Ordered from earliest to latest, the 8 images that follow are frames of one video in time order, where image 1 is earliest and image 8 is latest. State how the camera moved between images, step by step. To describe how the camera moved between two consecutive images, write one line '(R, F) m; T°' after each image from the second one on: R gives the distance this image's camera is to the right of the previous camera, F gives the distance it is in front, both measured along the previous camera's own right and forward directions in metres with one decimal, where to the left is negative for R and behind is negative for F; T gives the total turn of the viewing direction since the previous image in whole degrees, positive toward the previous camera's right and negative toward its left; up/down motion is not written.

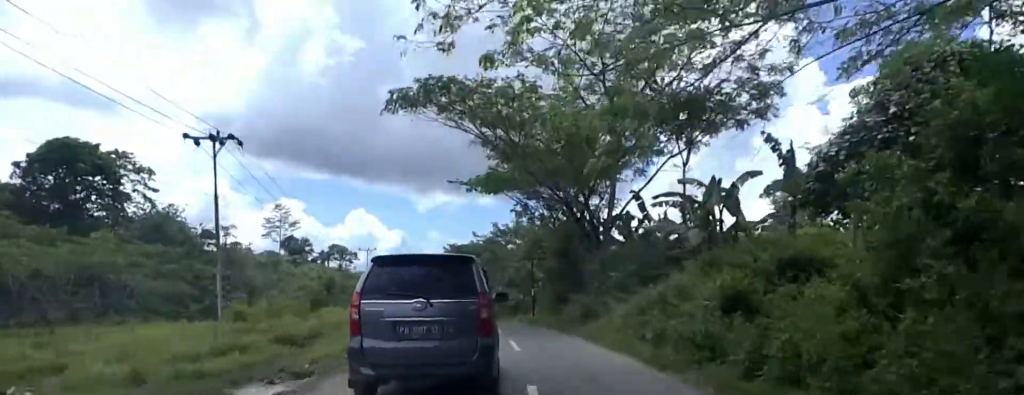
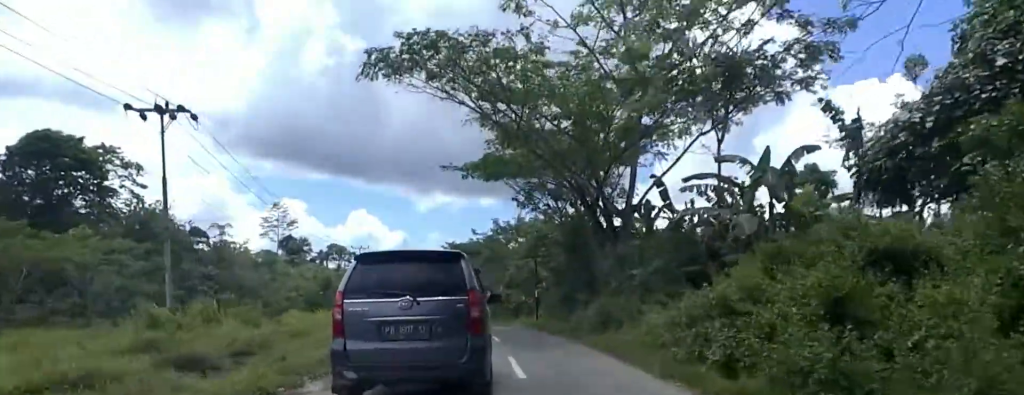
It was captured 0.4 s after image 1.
(-0.2, +4.1) m; -3°
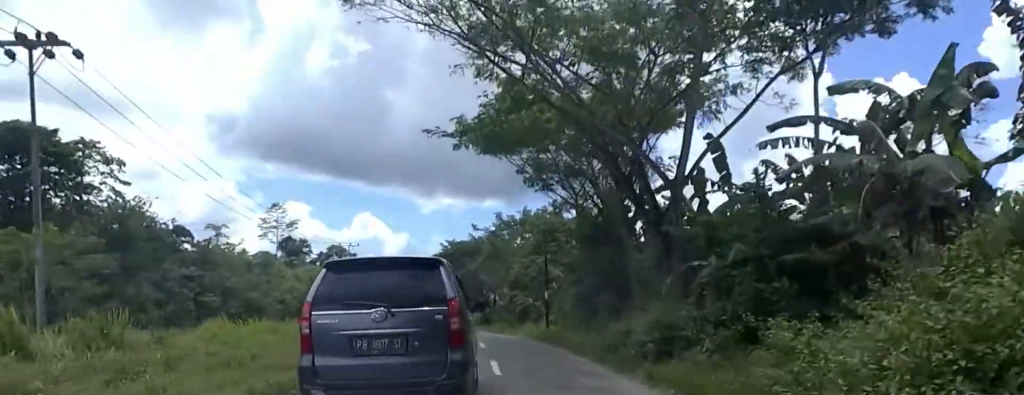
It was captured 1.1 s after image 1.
(0.0, +6.8) m; 0°
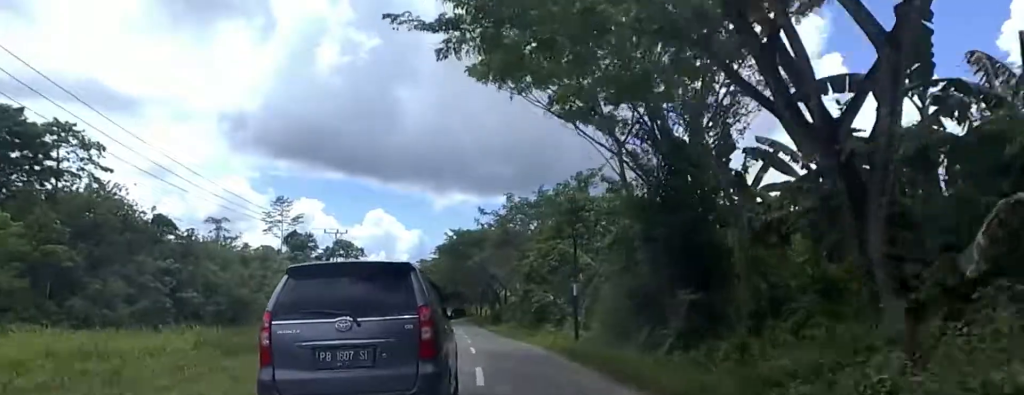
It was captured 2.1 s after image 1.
(0.0, +9.7) m; 0°
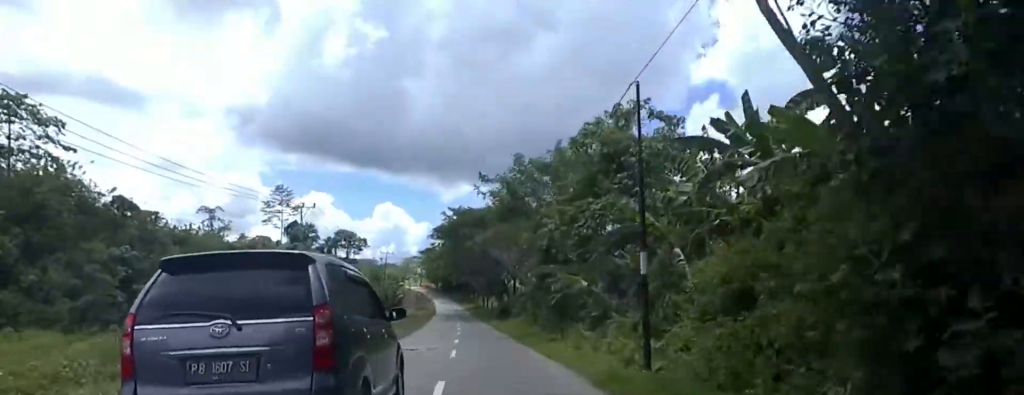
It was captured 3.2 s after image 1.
(0.0, +12.0) m; 0°
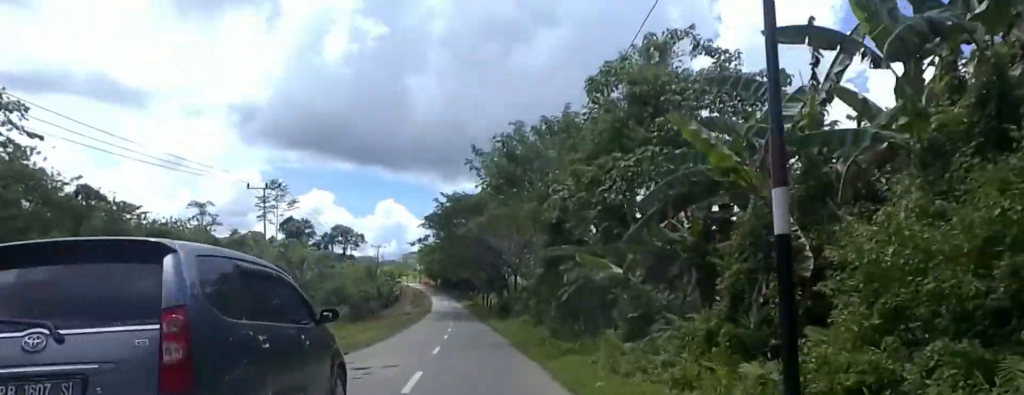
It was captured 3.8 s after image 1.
(0.0, +6.5) m; 0°
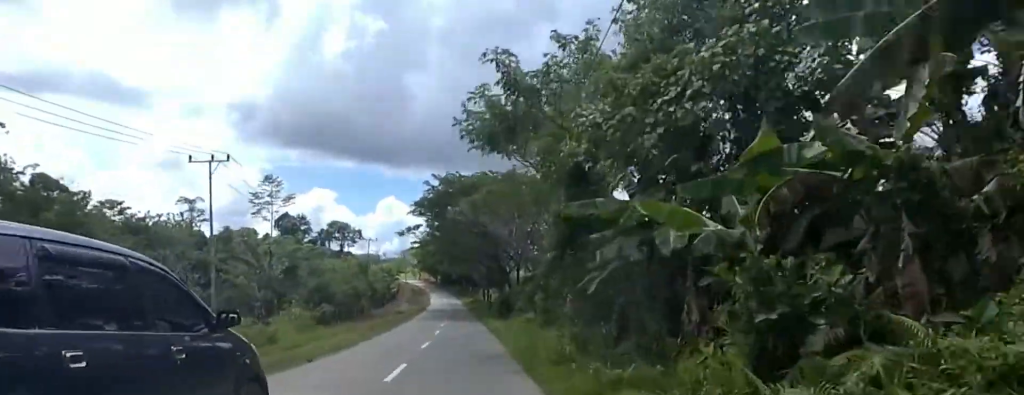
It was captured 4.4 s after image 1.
(0.0, +6.3) m; 0°
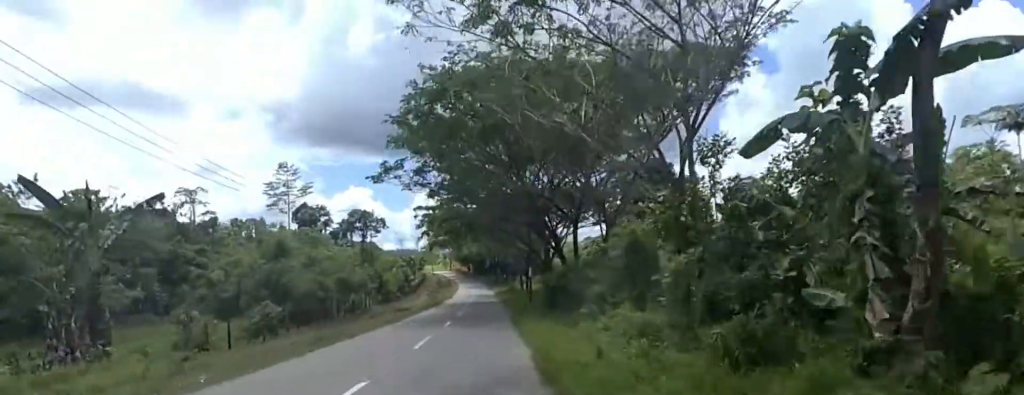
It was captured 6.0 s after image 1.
(-0.1, +20.0) m; -5°
